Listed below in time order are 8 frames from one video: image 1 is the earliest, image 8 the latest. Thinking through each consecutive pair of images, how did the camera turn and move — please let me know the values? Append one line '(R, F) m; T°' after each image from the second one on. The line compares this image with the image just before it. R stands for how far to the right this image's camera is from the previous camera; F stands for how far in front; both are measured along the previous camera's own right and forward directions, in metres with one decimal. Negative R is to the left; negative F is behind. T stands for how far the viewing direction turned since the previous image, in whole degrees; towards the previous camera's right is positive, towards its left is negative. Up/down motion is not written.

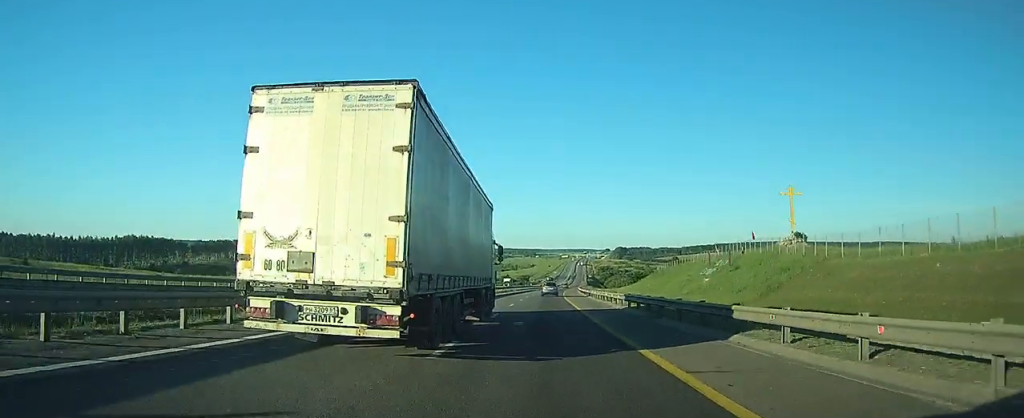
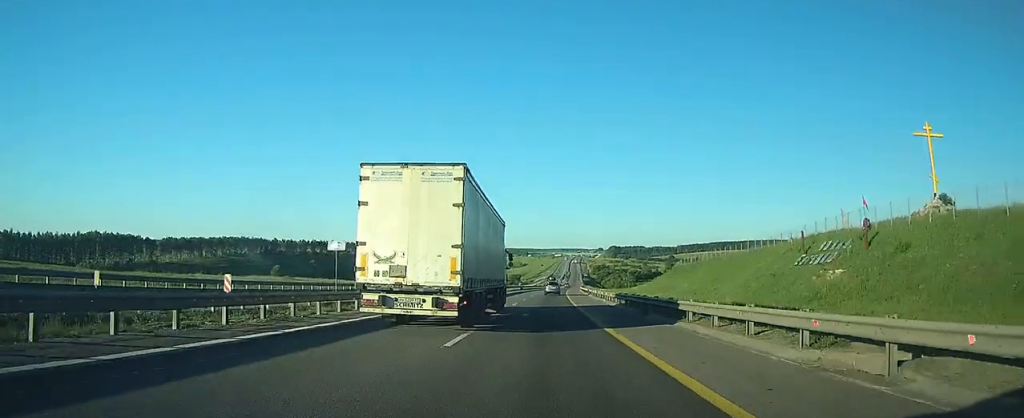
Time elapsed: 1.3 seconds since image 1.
(+0.3, +34.4) m; +1°
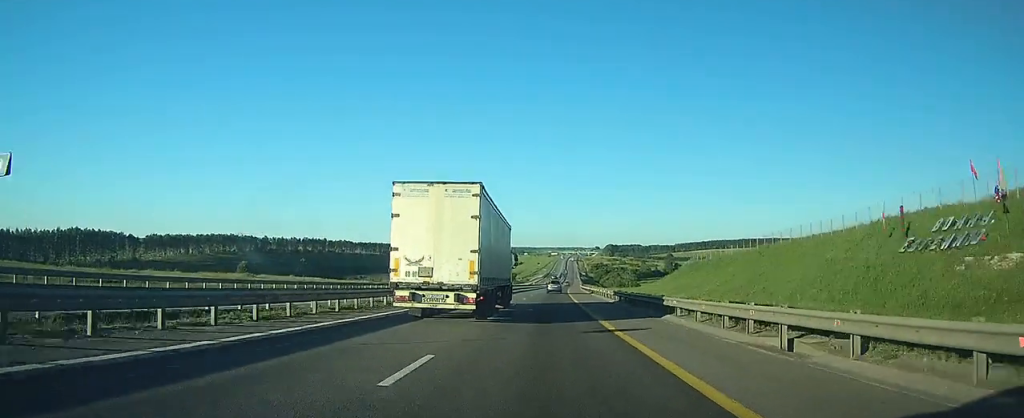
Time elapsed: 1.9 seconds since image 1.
(0.0, +16.9) m; 0°
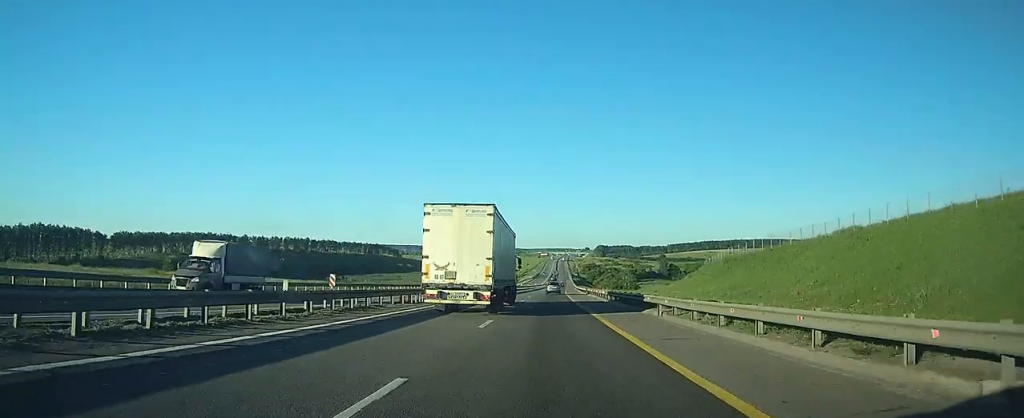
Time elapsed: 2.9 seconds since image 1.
(0.0, +26.8) m; 0°
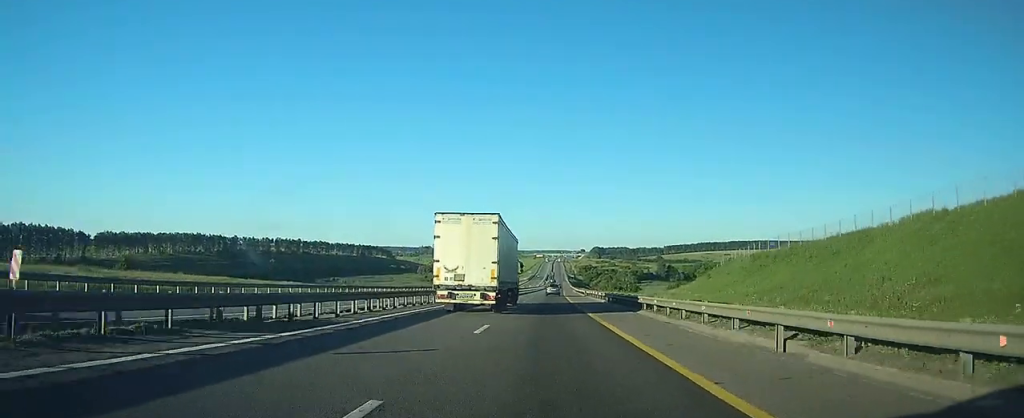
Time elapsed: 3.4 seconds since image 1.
(0.0, +13.4) m; 0°
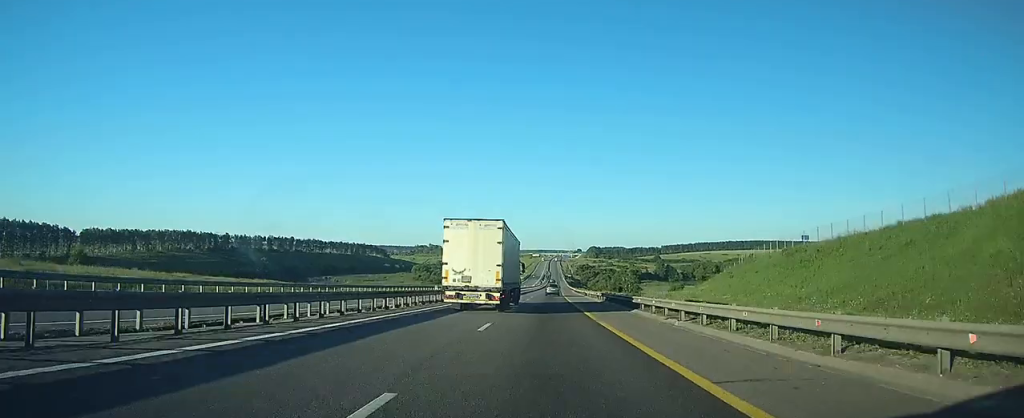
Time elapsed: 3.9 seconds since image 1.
(+0.1, +11.7) m; +1°
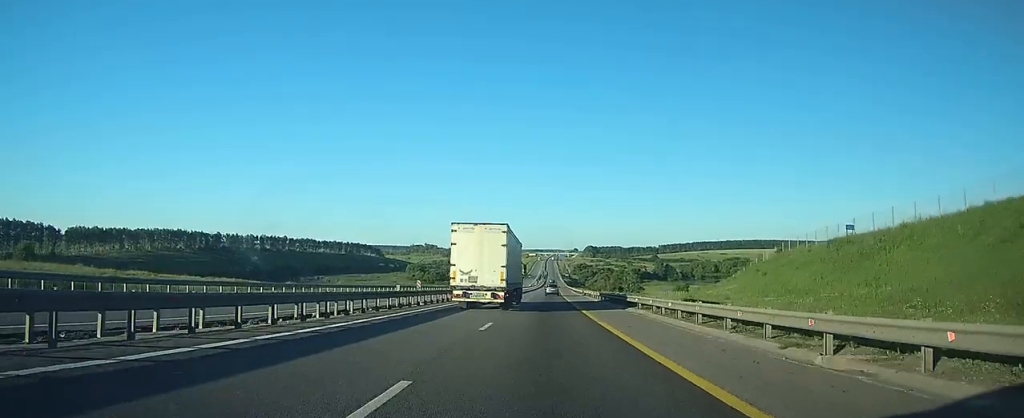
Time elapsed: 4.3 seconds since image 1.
(0.0, +11.6) m; +1°
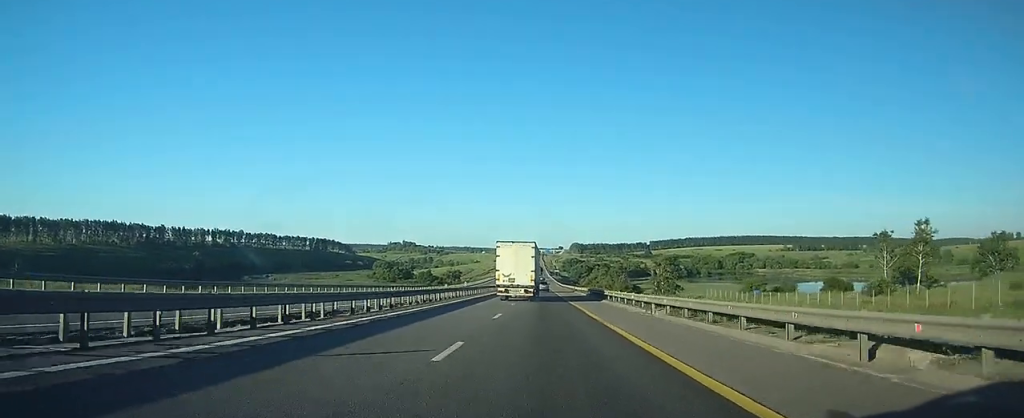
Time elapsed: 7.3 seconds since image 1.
(+1.7, +79.8) m; +2°
